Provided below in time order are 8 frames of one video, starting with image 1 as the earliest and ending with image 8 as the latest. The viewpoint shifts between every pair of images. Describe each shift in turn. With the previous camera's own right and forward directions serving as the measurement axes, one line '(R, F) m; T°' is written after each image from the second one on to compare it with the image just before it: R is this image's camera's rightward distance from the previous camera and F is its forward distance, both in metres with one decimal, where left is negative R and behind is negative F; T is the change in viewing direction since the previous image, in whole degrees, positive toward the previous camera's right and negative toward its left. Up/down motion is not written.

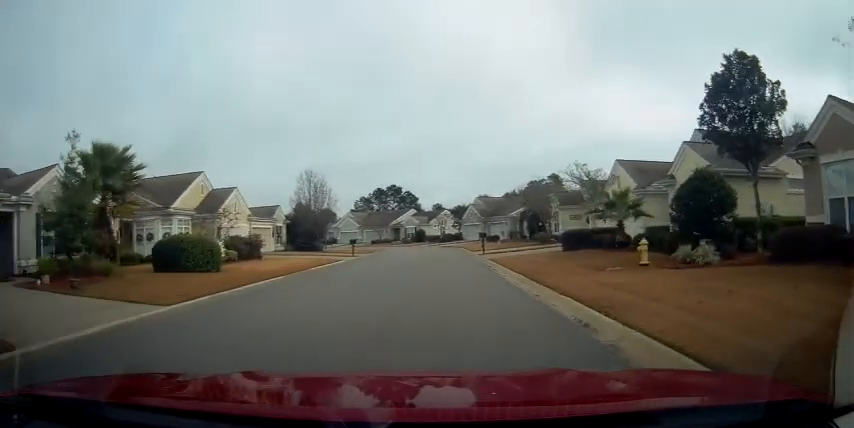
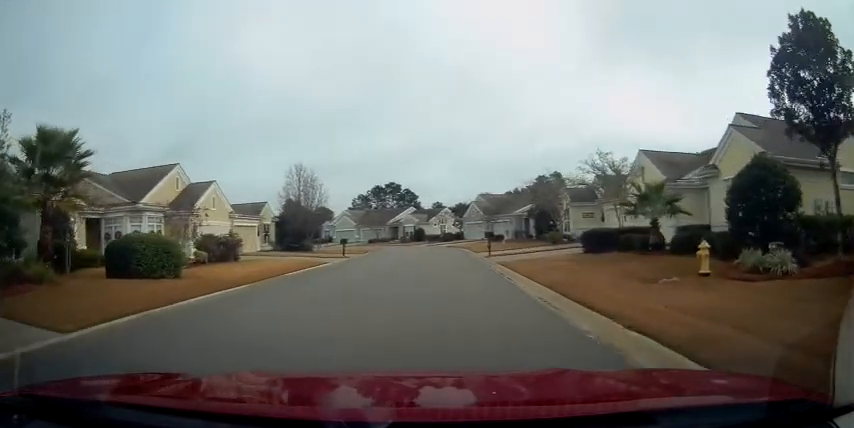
(0.0, +3.7) m; 0°
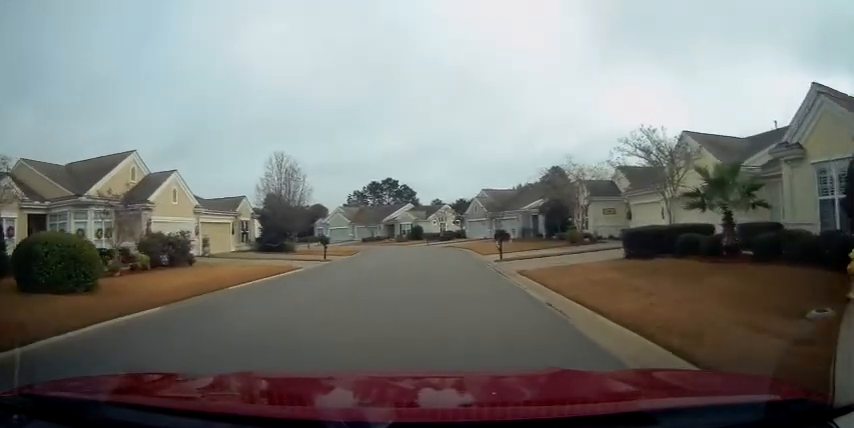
(0.0, +5.3) m; 0°
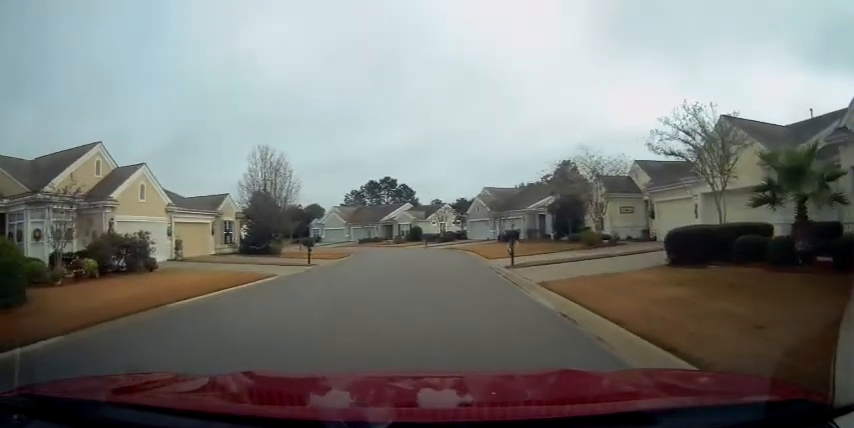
(0.0, +3.4) m; 0°
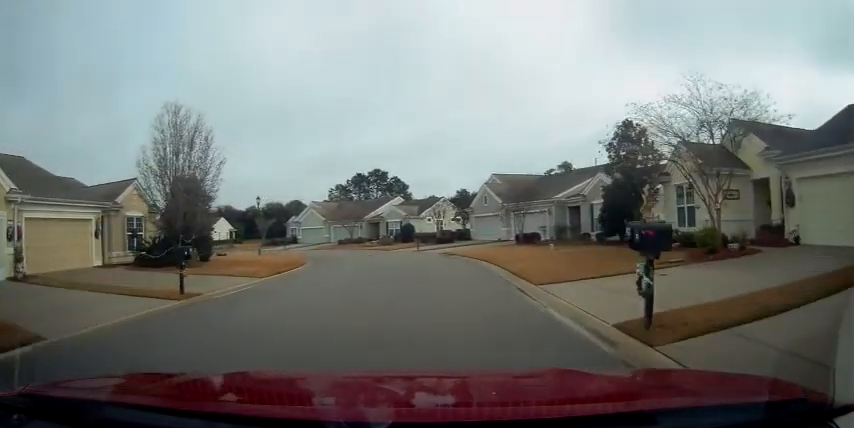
(0.0, +12.4) m; +1°
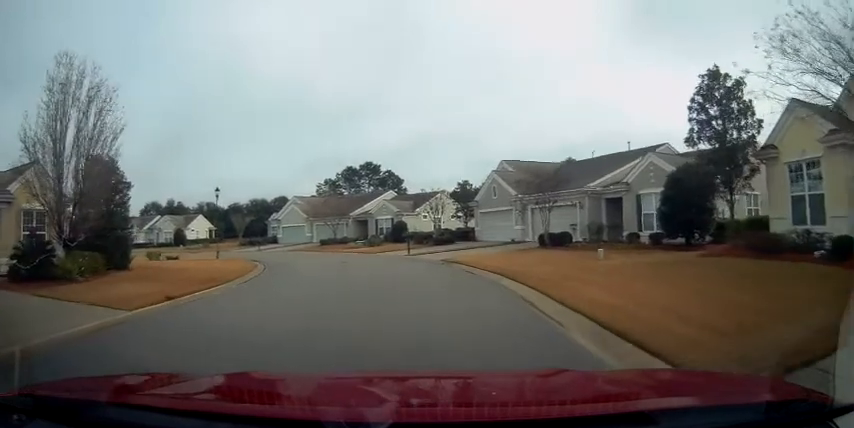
(+0.1, +8.0) m; +2°
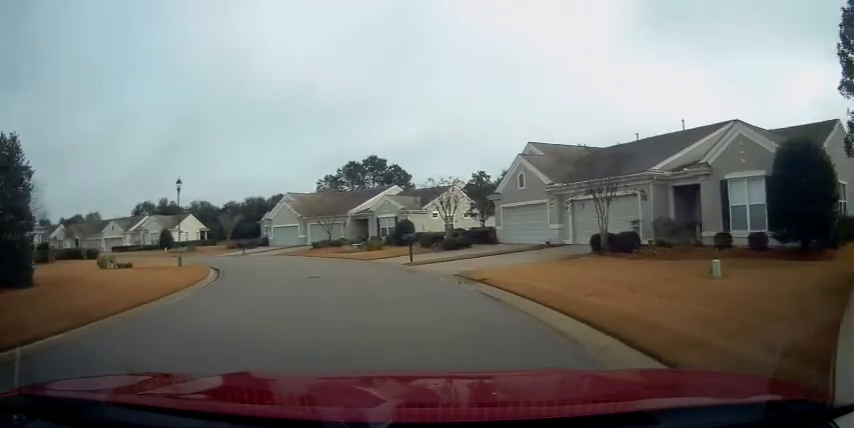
(+0.1, +7.2) m; -1°
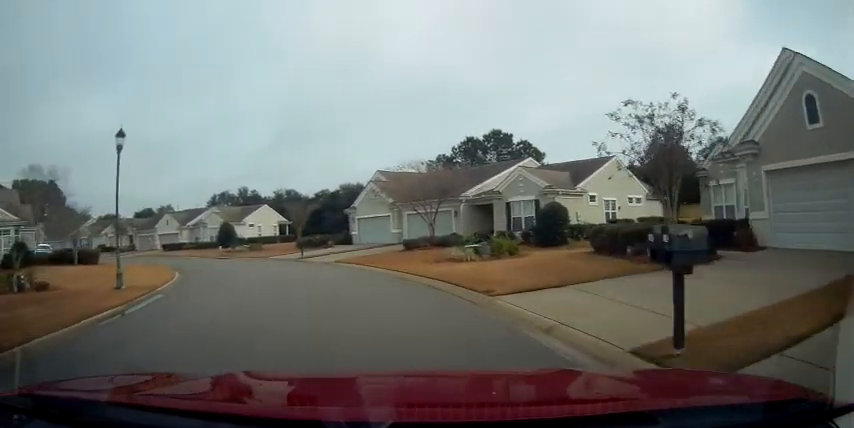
(-2.1, +15.8) m; -17°
